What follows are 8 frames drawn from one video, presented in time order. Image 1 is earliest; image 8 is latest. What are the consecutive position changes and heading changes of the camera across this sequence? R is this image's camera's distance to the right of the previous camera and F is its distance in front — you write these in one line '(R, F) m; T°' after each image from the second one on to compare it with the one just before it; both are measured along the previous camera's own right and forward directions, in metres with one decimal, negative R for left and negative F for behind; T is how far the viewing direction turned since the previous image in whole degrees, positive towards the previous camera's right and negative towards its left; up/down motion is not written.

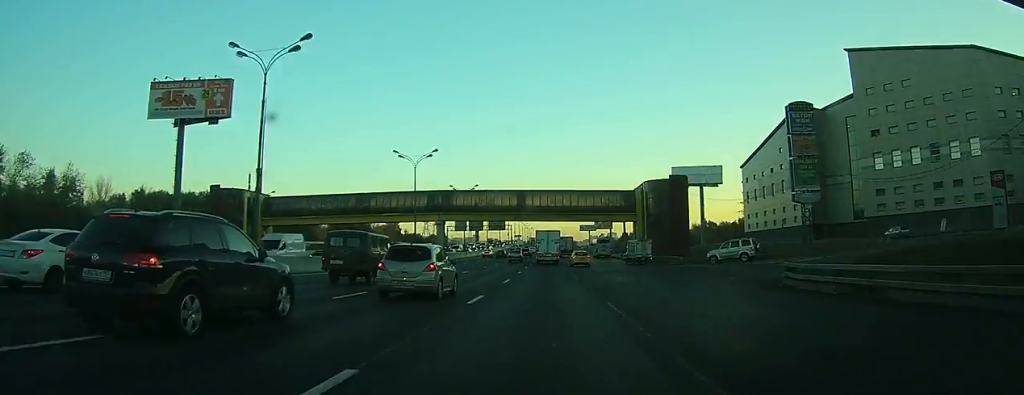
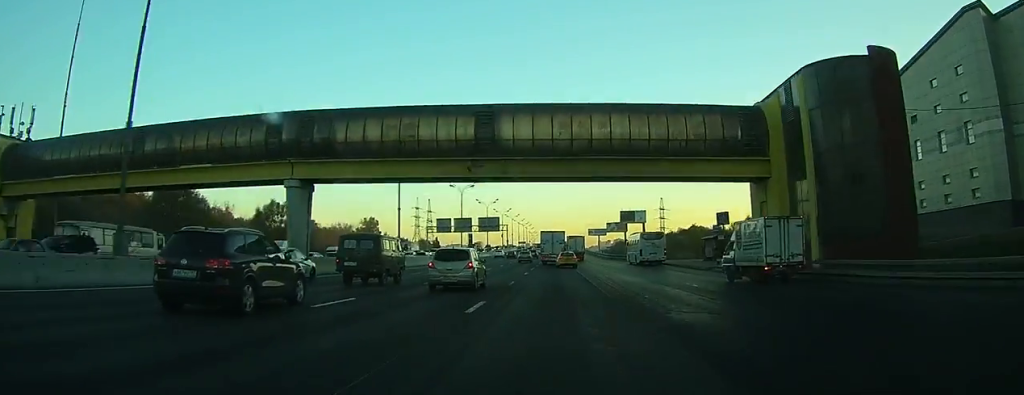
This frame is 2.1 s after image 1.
(-0.2, +54.4) m; 0°
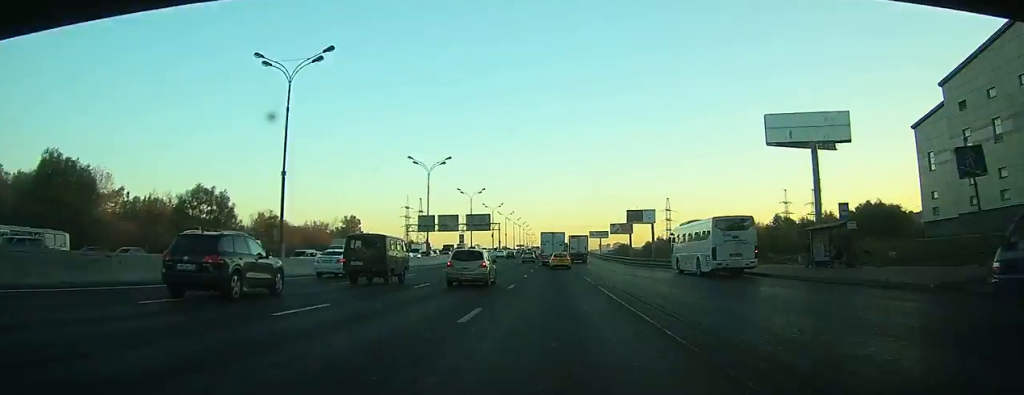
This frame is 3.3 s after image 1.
(0.0, +27.2) m; 0°
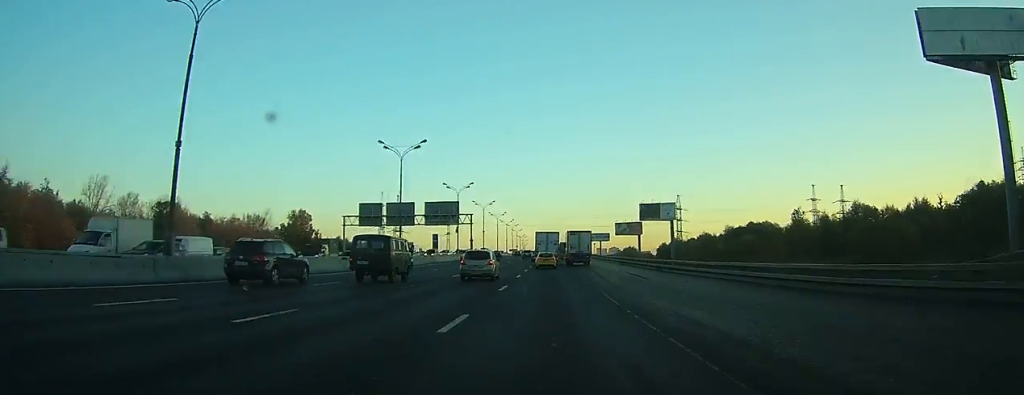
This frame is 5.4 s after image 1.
(+0.1, +49.5) m; 0°
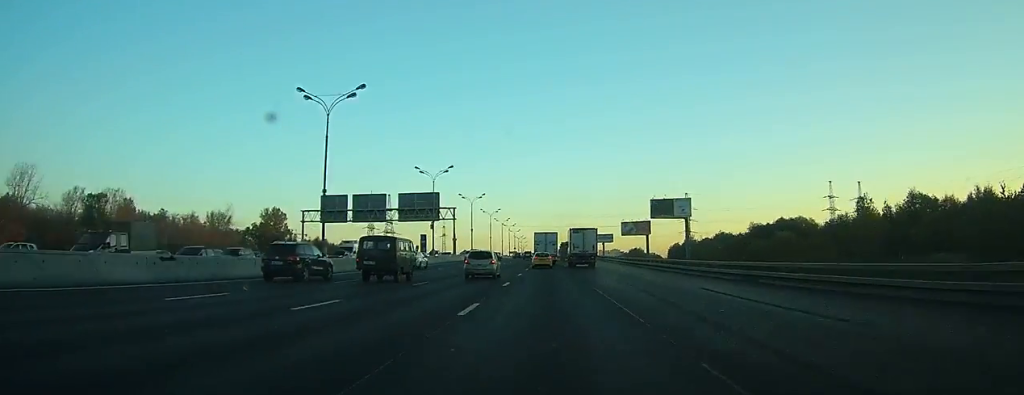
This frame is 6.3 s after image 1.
(0.0, +21.3) m; 0°
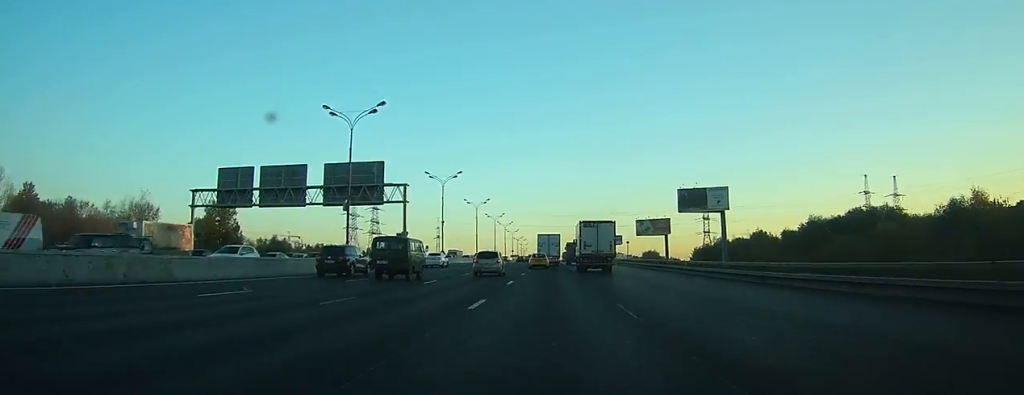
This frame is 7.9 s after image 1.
(+0.1, +32.1) m; 0°
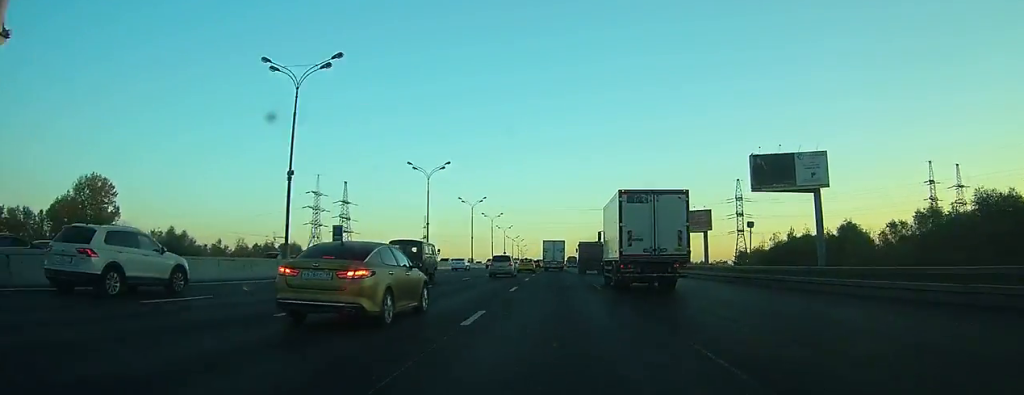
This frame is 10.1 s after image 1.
(0.0, +48.0) m; 0°
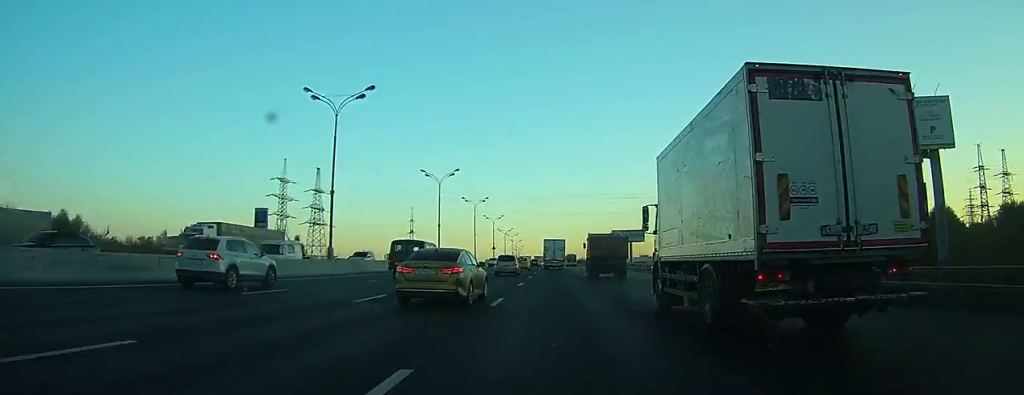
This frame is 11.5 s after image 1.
(+0.1, +31.2) m; 0°
